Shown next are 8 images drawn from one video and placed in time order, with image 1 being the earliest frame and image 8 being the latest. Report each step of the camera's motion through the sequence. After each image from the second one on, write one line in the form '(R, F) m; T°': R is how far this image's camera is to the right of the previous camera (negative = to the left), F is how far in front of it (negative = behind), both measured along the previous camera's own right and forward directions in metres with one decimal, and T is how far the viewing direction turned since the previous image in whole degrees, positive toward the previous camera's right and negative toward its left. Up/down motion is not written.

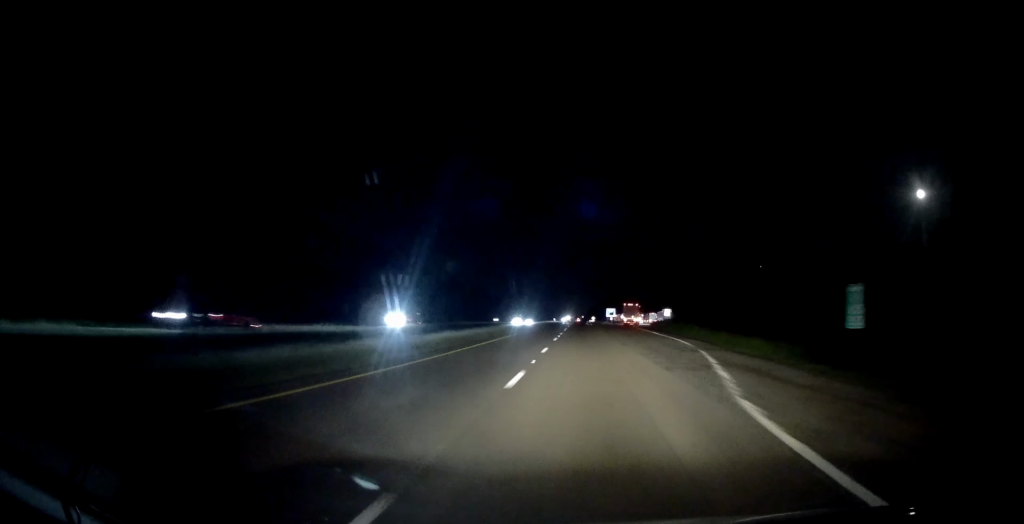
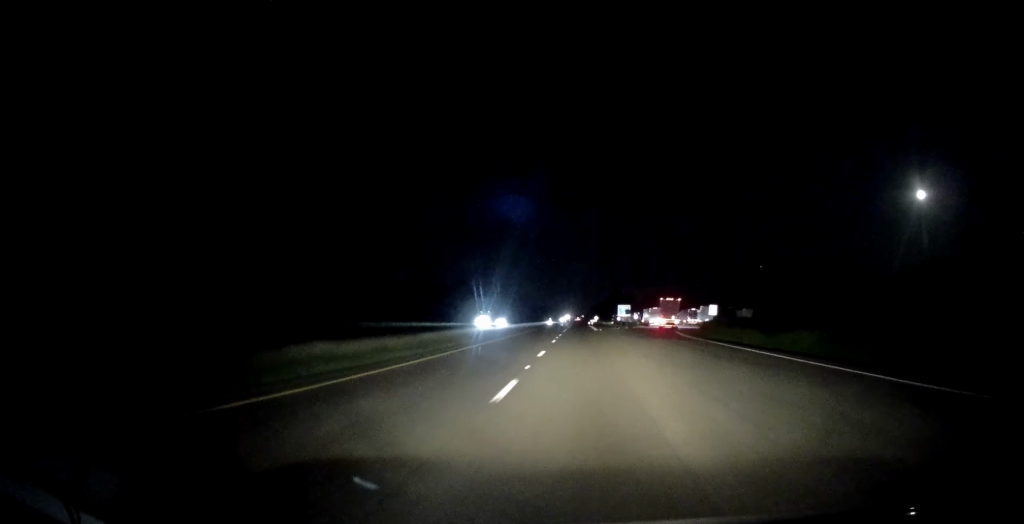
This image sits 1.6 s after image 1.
(-0.4, +50.3) m; 0°
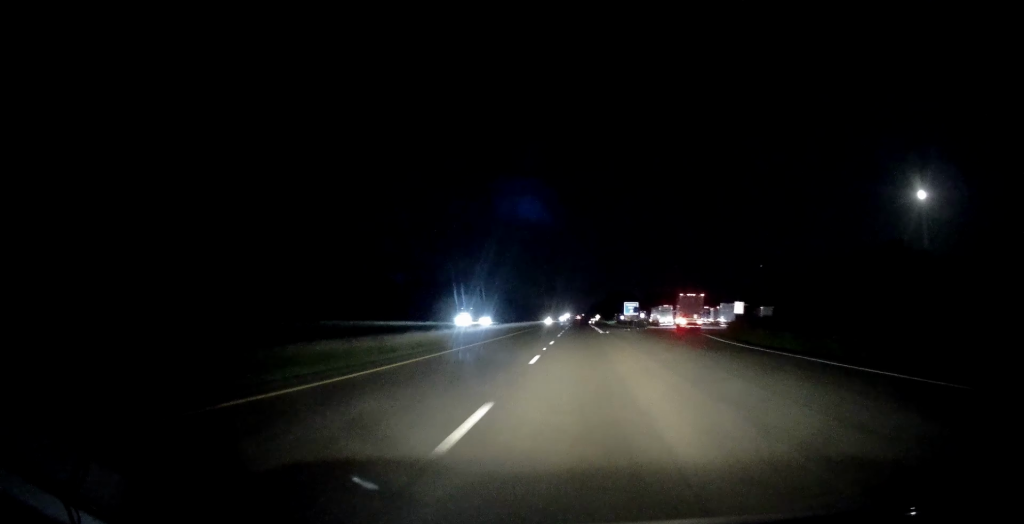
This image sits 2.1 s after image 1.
(+0.3, +15.8) m; 0°
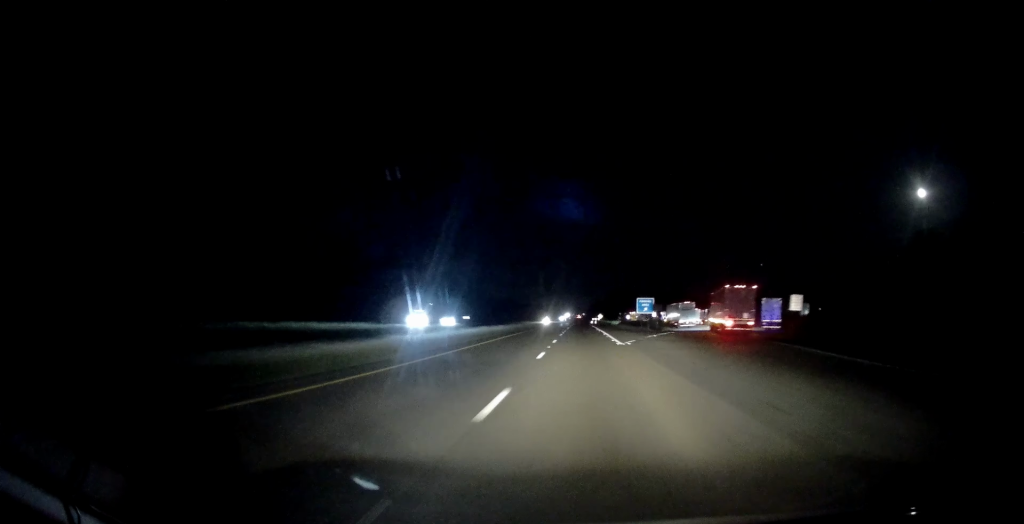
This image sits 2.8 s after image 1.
(-0.3, +22.1) m; 0°
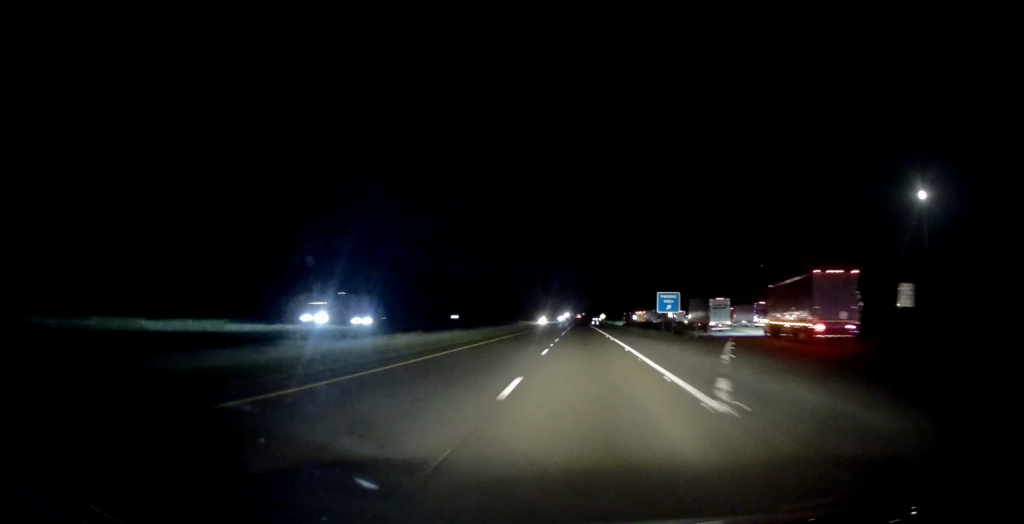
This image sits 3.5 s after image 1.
(-0.1, +22.1) m; 0°
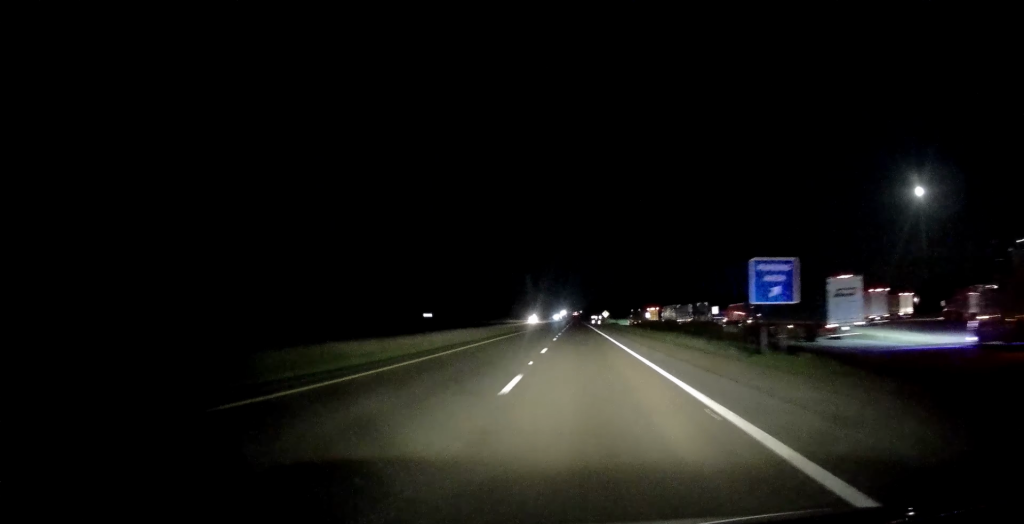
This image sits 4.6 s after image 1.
(+0.1, +35.7) m; -1°
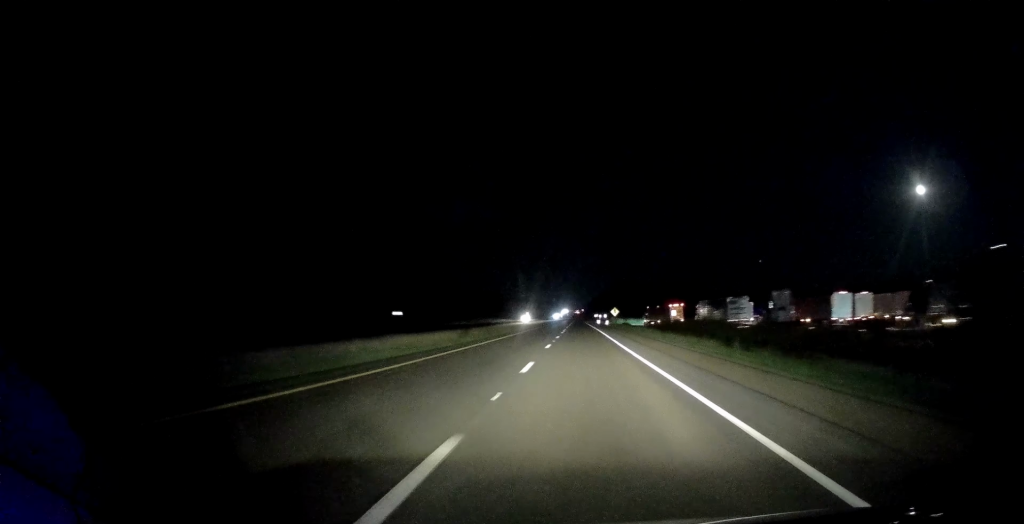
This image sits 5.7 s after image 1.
(-0.3, +32.6) m; 0°
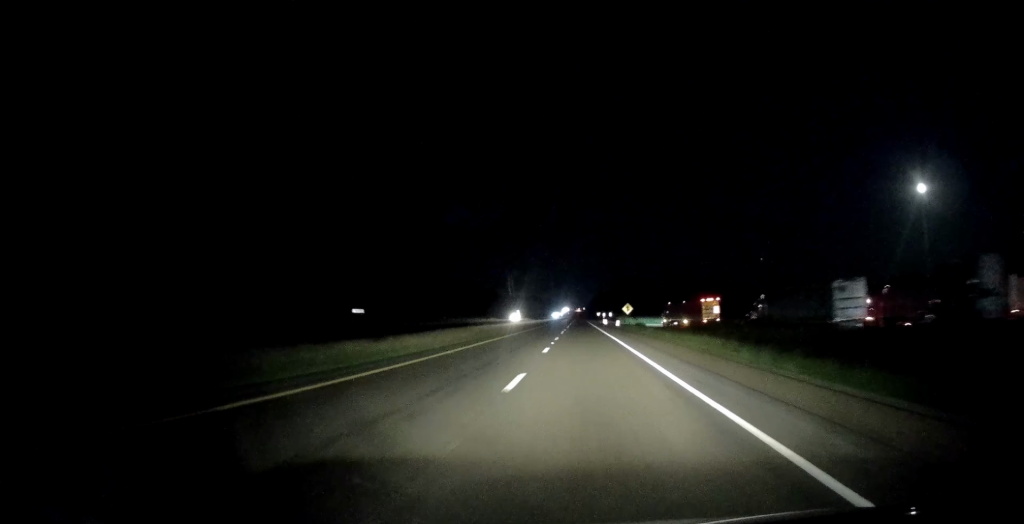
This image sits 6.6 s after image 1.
(+0.2, +28.5) m; +1°
